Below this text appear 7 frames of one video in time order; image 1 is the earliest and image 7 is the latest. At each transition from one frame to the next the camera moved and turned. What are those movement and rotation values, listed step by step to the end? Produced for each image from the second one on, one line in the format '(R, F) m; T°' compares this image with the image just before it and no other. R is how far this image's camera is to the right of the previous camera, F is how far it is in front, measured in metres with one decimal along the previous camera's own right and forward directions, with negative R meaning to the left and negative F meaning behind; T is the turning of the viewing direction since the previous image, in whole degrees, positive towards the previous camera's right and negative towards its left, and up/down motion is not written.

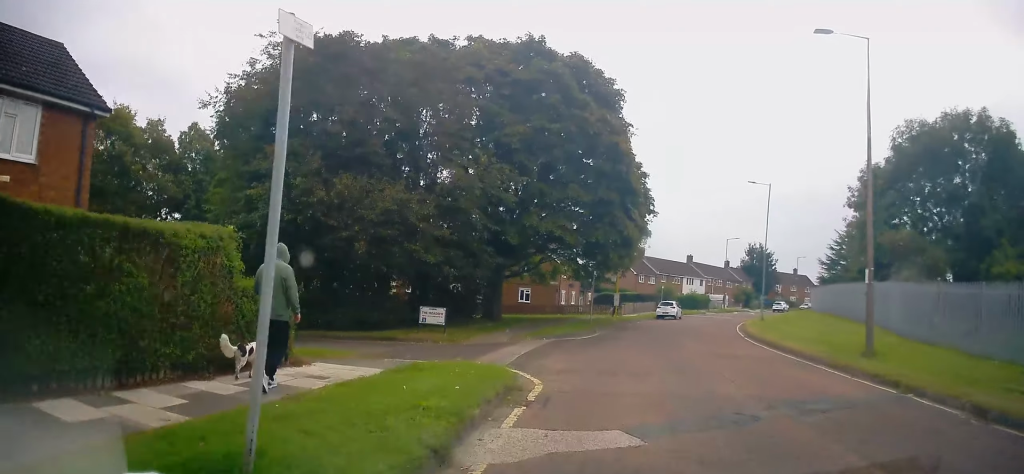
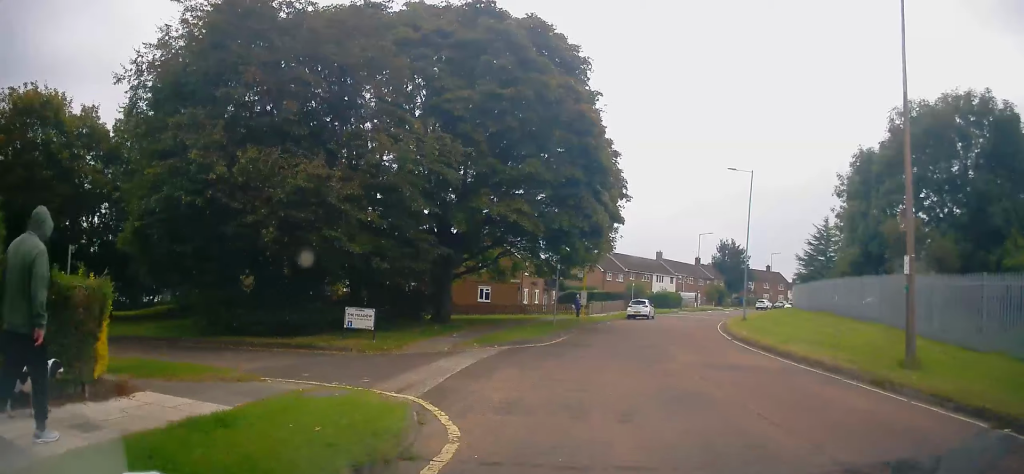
(+0.3, +4.1) m; +4°
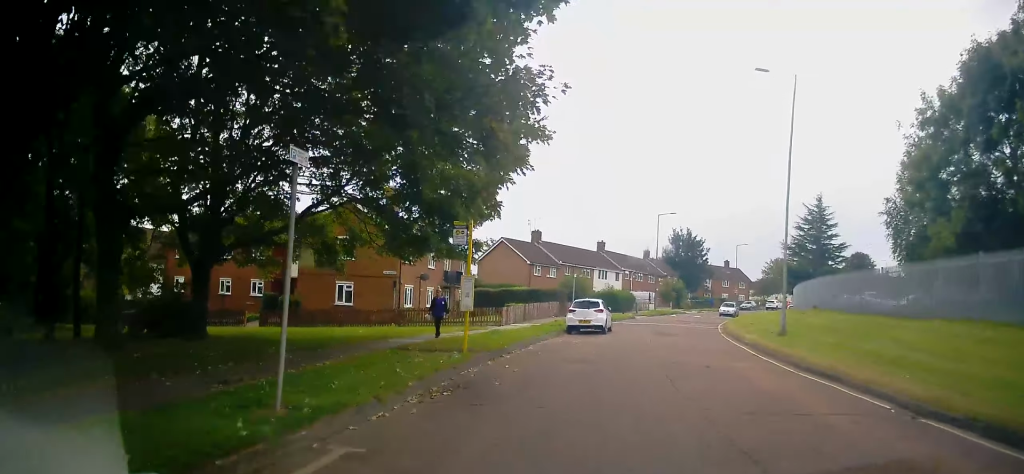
(+1.3, +19.2) m; +6°
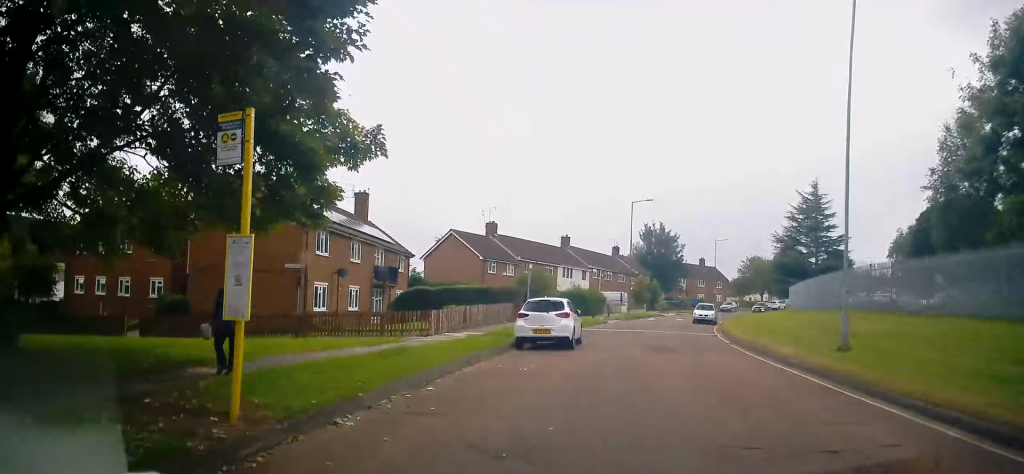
(+0.3, +8.1) m; +4°
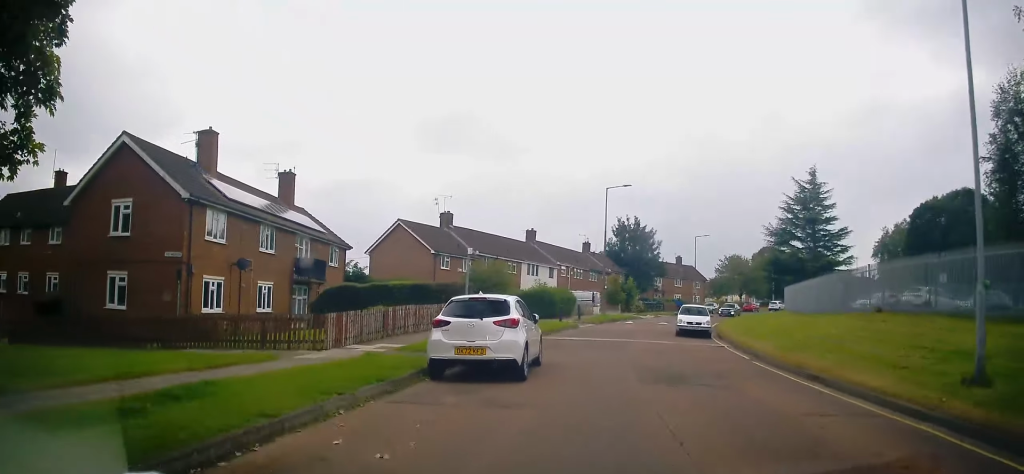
(+0.2, +6.8) m; +3°
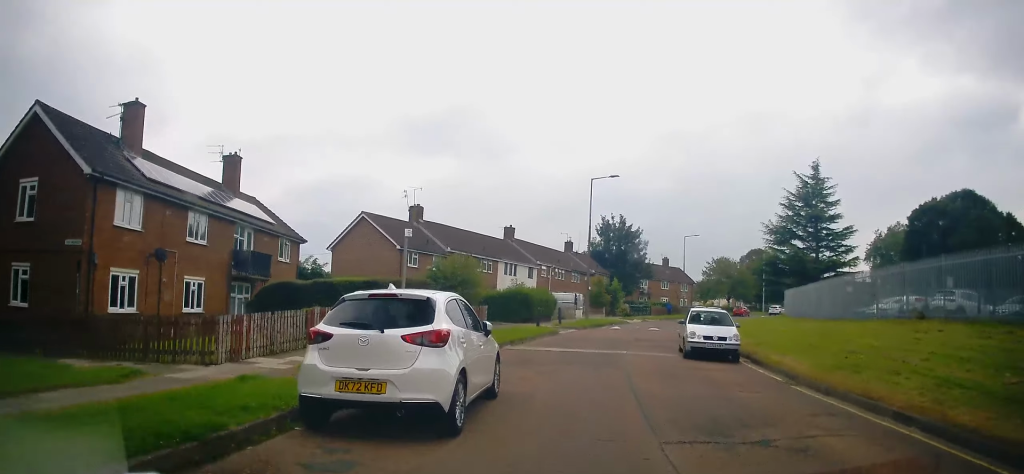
(0.0, +4.1) m; +1°
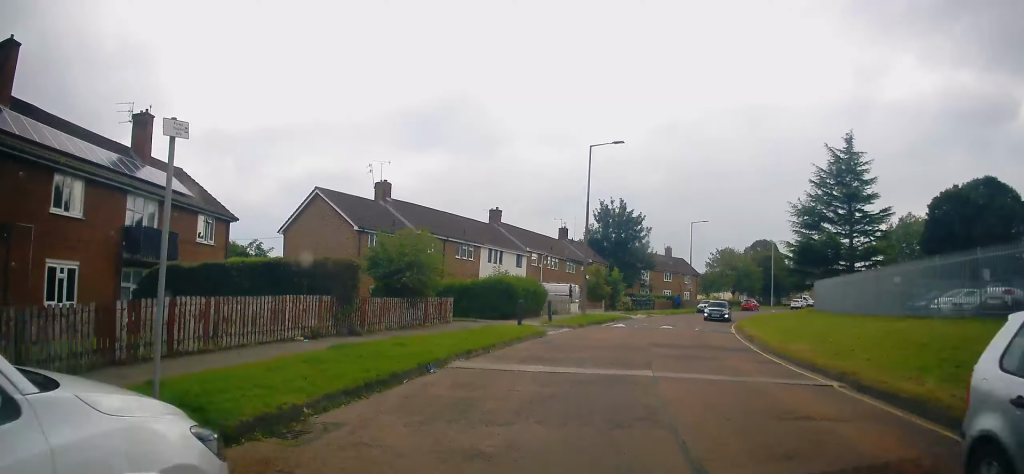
(+0.2, +6.8) m; +1°
